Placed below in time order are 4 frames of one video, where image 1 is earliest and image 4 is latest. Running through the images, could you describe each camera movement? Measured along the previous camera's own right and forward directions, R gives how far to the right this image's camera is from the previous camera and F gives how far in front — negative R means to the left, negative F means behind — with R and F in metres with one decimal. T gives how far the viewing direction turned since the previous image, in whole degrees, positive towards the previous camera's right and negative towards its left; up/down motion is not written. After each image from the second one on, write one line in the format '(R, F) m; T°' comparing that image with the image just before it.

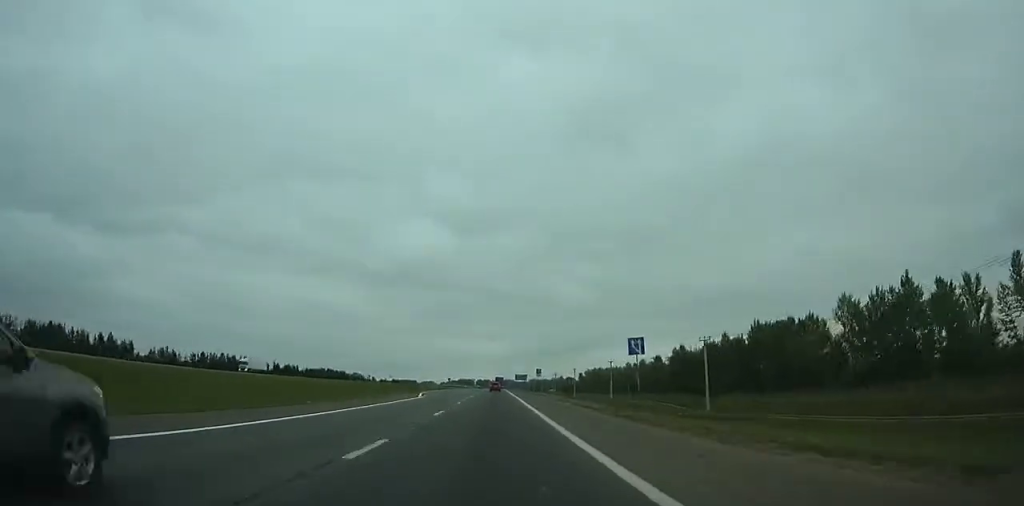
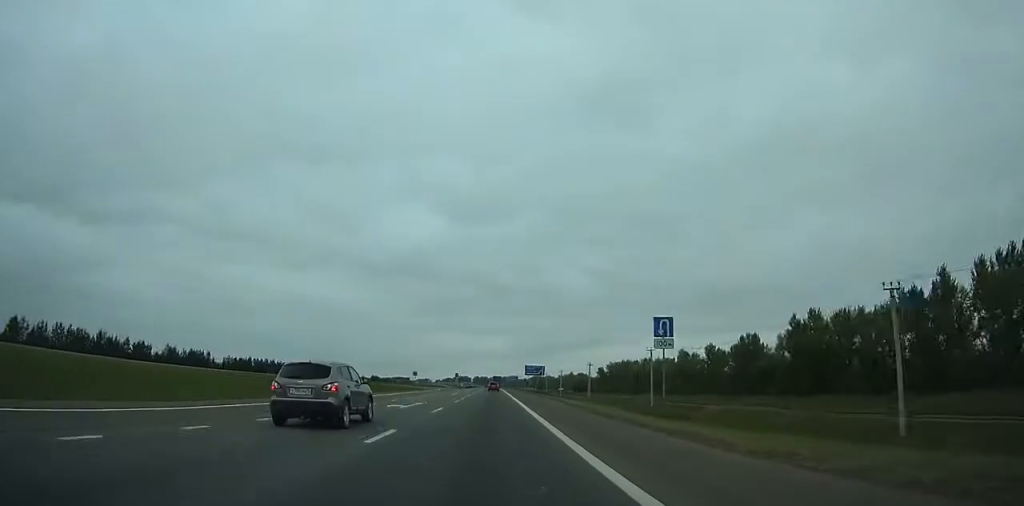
(0.0, +80.7) m; 0°
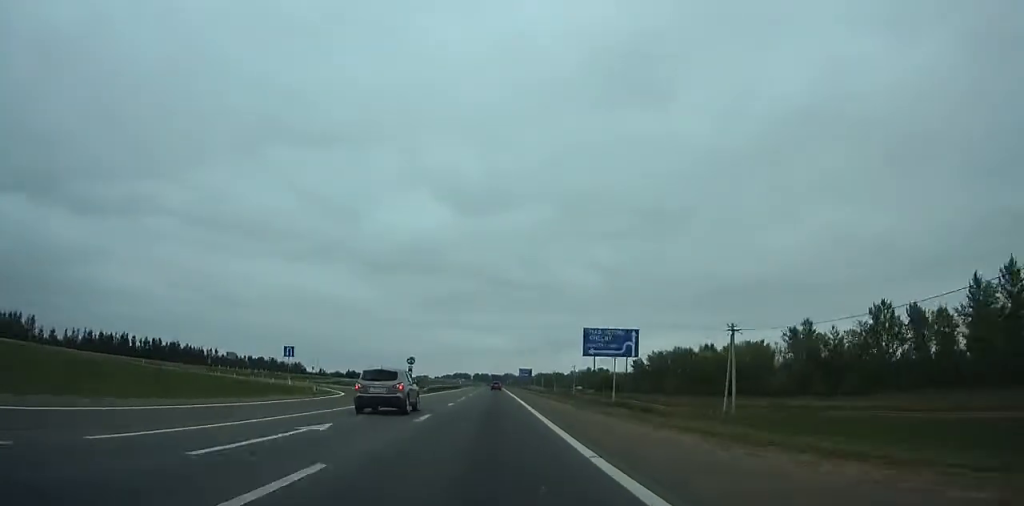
(-2.4, +77.0) m; -15°
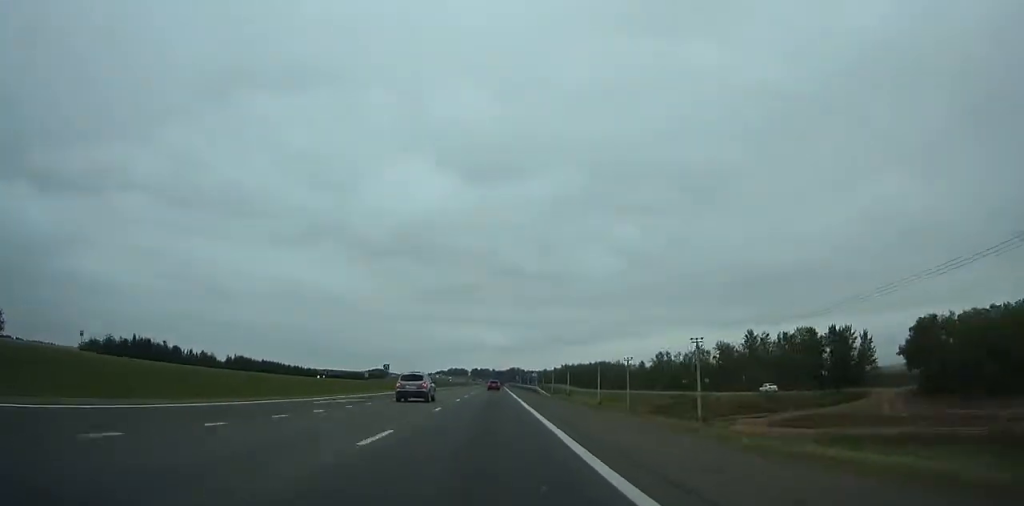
(+62.3, +221.6) m; +16°
